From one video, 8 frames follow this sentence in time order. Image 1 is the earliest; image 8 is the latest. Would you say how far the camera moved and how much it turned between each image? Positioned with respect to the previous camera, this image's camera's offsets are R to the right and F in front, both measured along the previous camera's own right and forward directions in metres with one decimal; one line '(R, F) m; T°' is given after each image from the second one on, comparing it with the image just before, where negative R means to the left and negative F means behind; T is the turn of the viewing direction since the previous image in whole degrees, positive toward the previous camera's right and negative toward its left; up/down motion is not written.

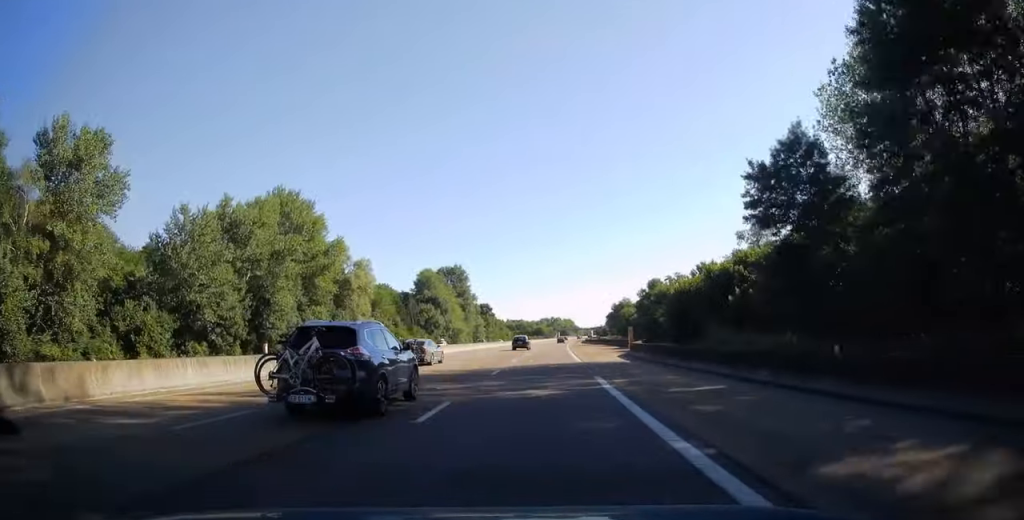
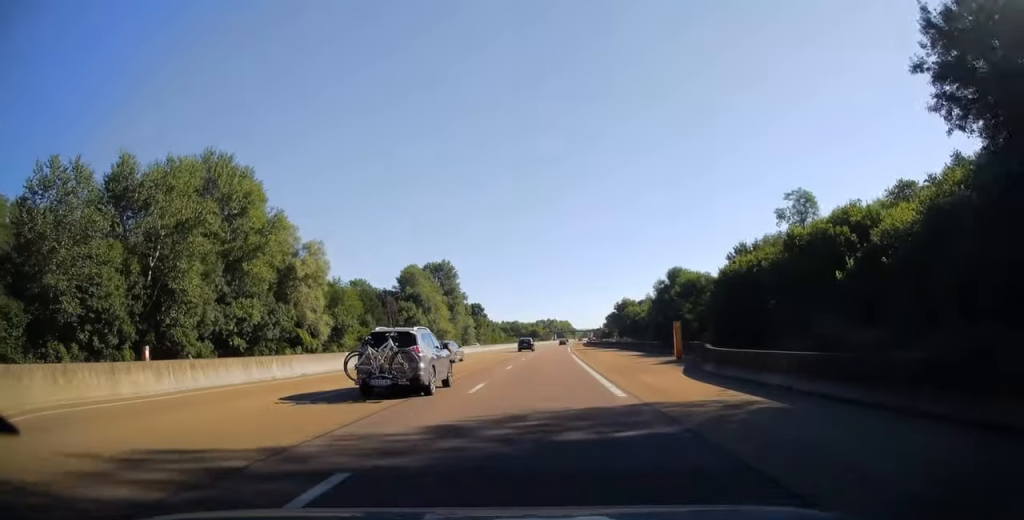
(-0.2, +19.7) m; 0°
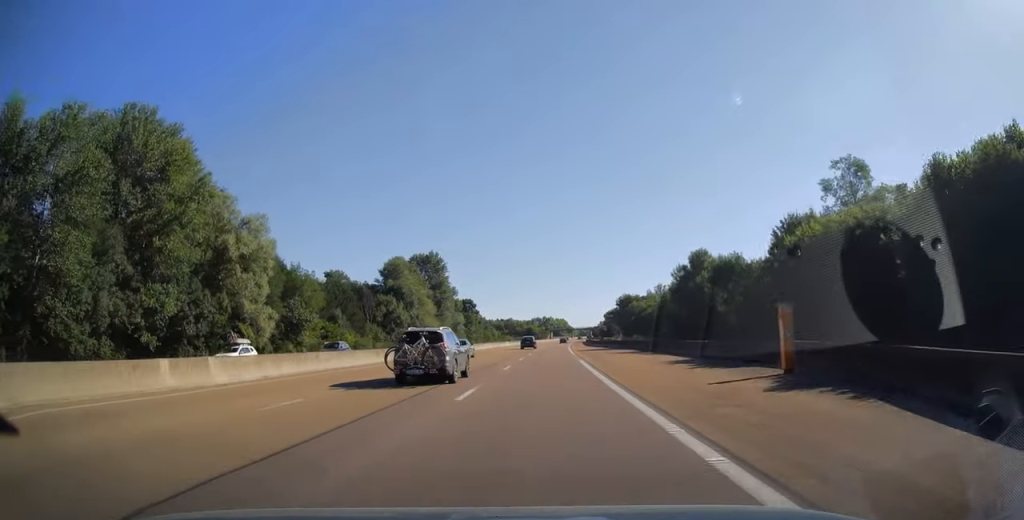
(+0.2, +15.7) m; 0°
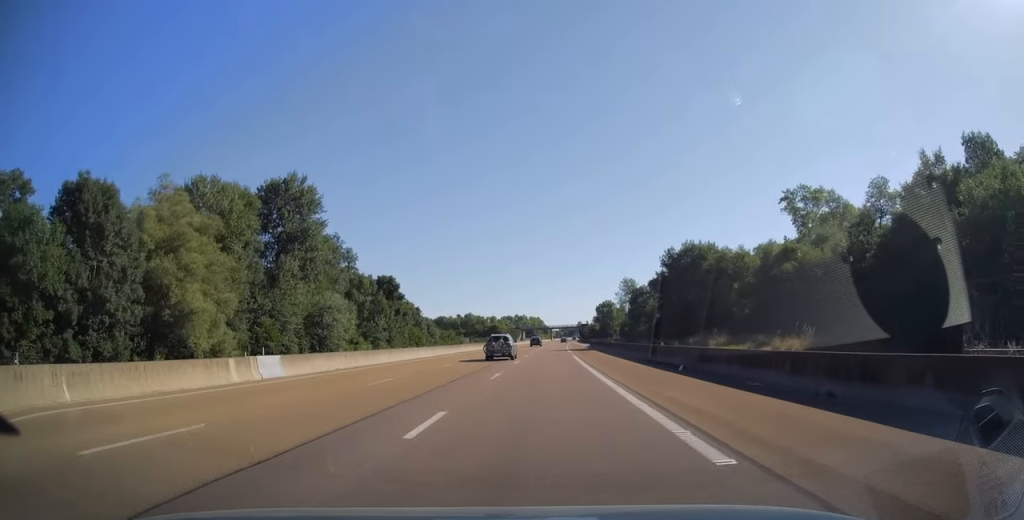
(+1.8, +95.3) m; +2°
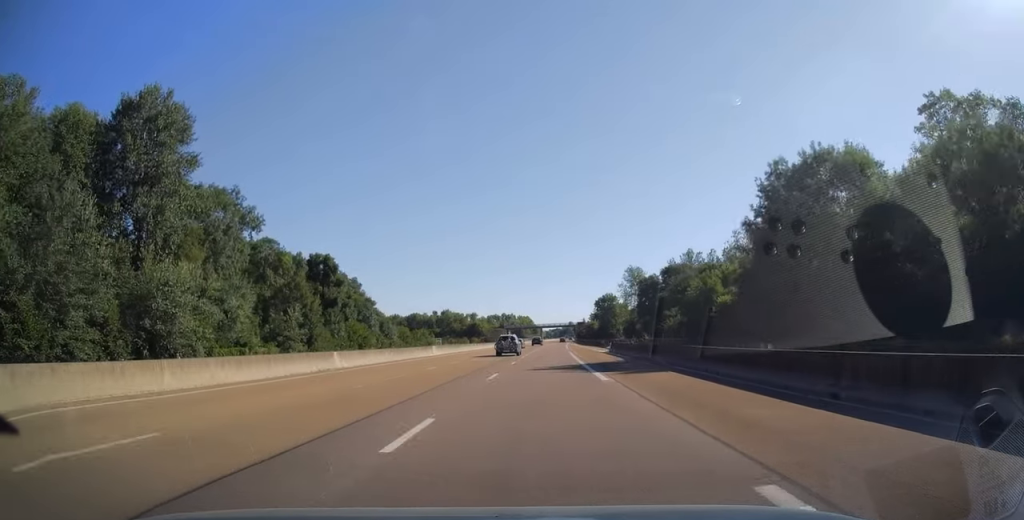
(+0.4, +39.8) m; +1°
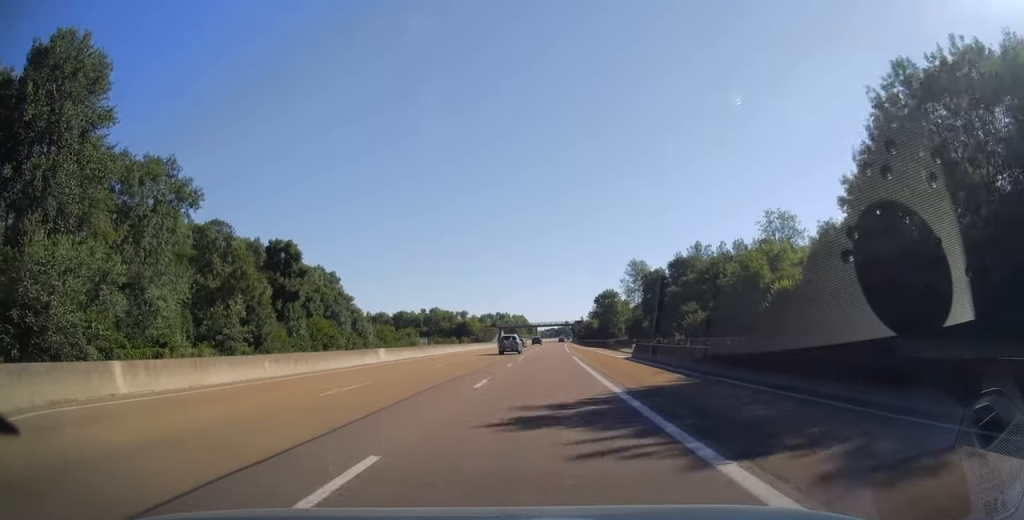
(+0.1, +16.2) m; 0°
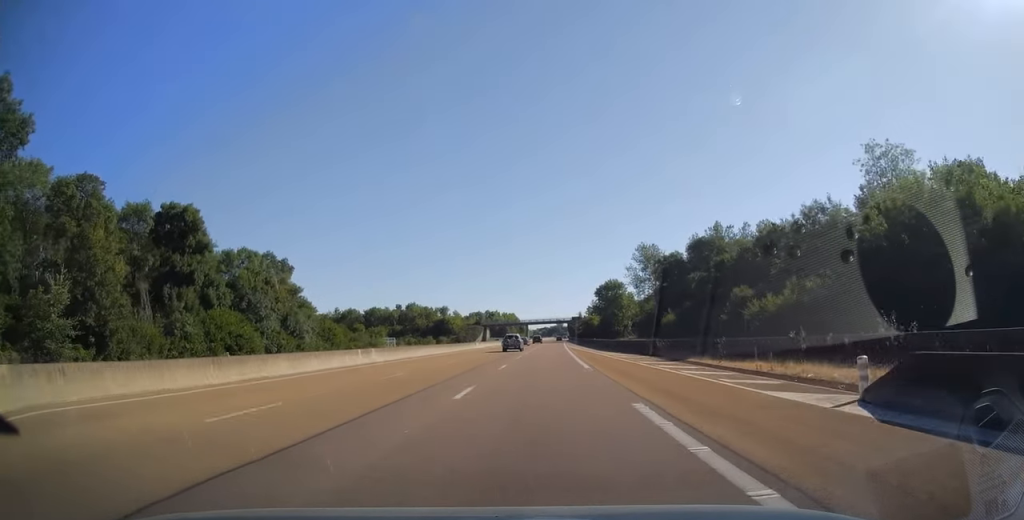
(+0.1, +29.4) m; 0°
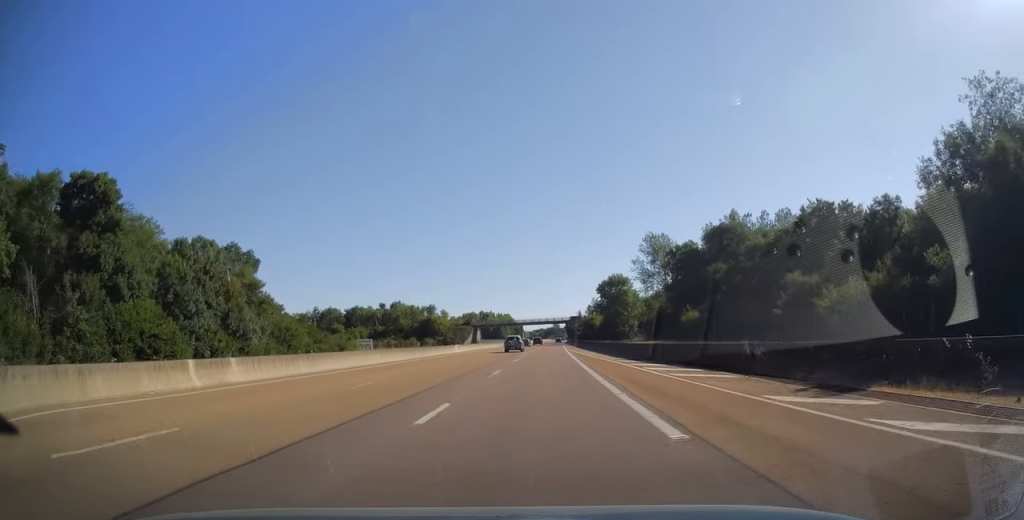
(0.0, +16.7) m; 0°
